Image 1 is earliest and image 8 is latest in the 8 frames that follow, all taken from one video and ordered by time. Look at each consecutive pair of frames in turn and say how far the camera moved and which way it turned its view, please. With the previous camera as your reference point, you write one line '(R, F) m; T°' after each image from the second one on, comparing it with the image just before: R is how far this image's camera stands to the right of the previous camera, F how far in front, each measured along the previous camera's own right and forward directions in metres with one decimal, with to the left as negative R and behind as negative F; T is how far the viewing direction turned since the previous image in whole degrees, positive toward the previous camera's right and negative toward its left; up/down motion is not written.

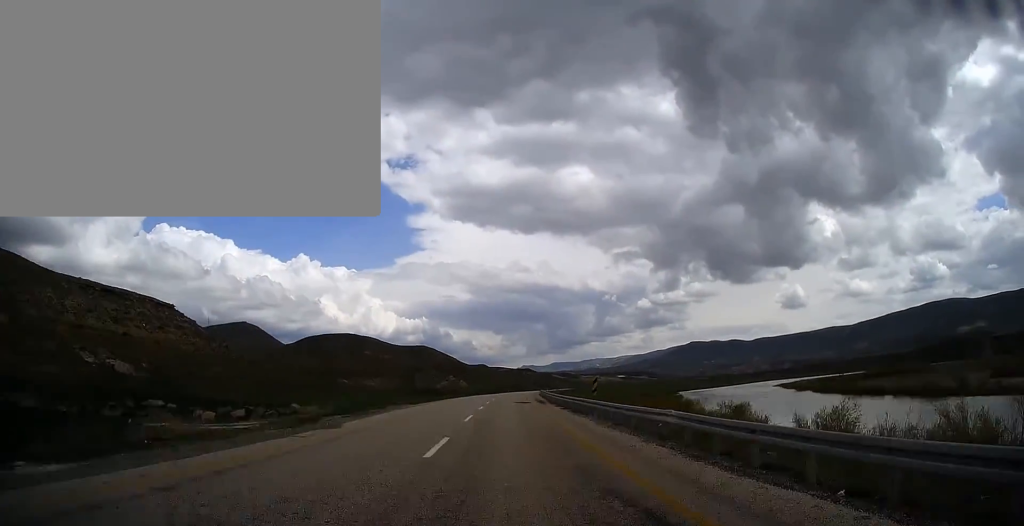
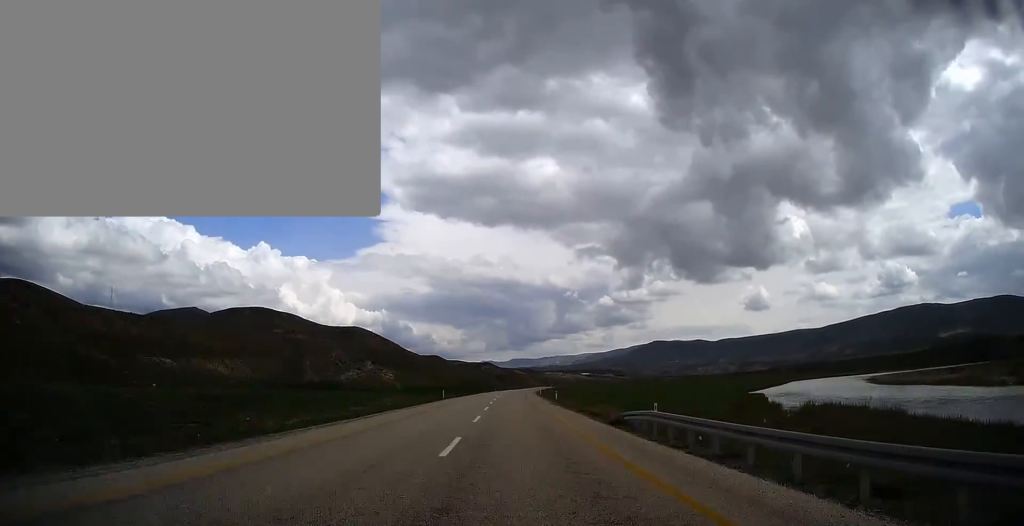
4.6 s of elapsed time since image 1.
(+4.1, +131.2) m; +4°
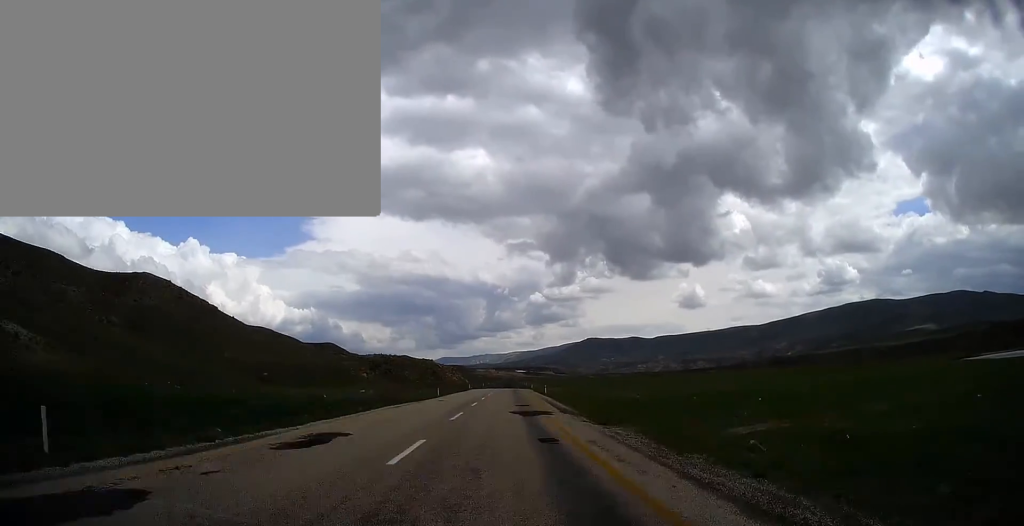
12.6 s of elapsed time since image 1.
(+12.2, +228.7) m; +5°
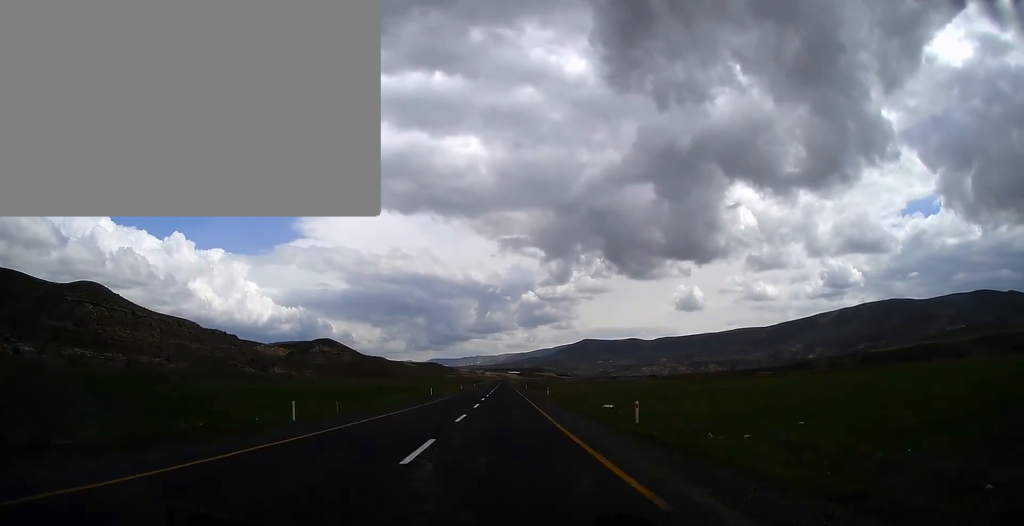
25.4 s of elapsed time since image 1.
(+5.7, +370.2) m; +1°
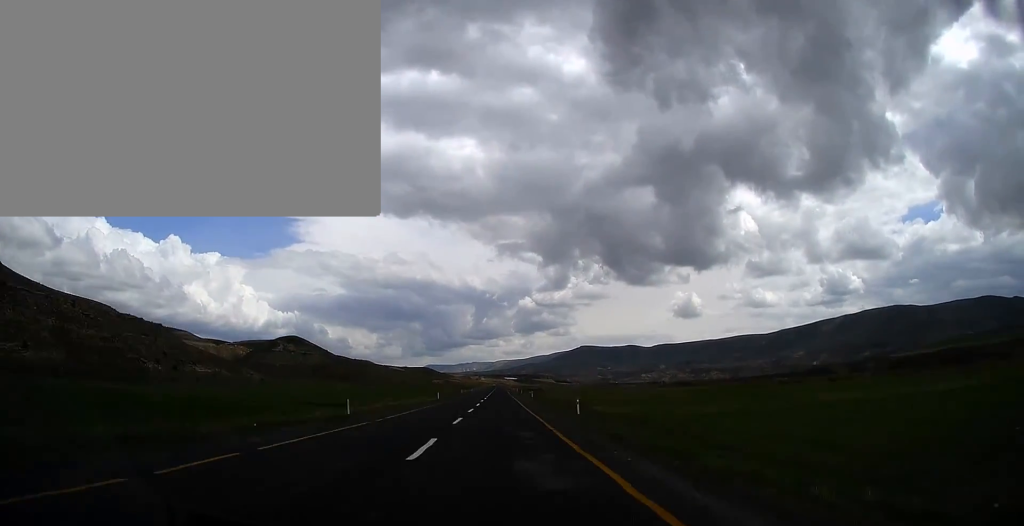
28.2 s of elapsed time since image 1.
(0.0, +81.5) m; 0°
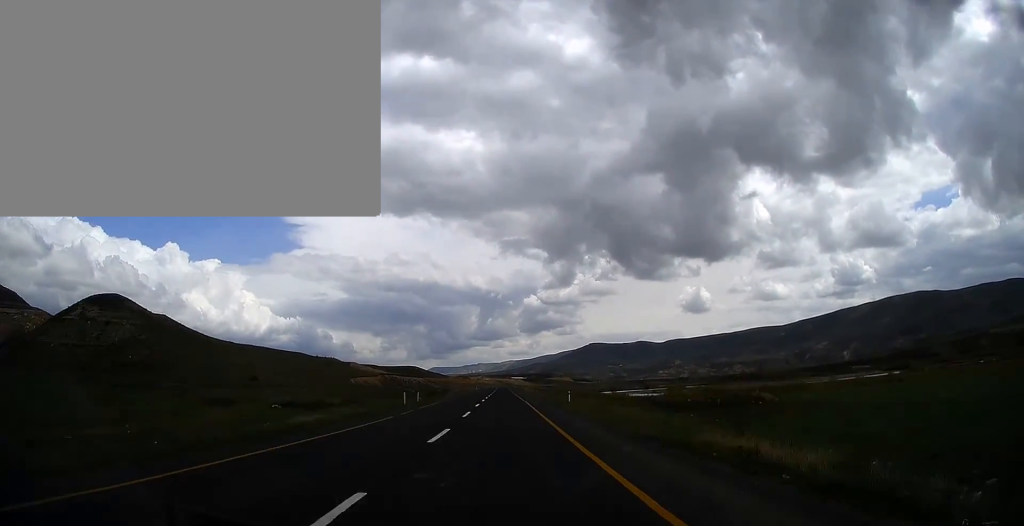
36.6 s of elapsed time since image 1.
(-0.4, +244.1) m; 0°
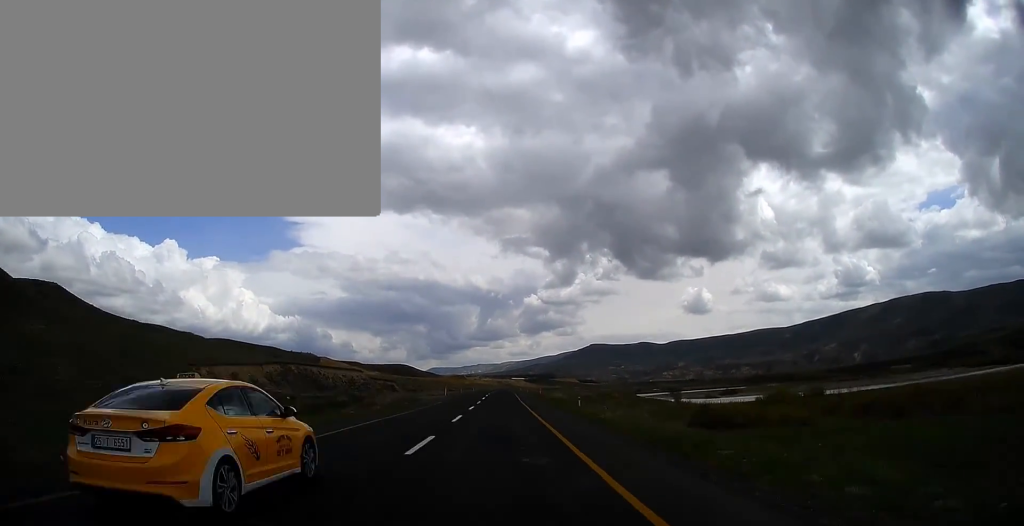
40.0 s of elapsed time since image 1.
(-0.1, +98.5) m; 0°
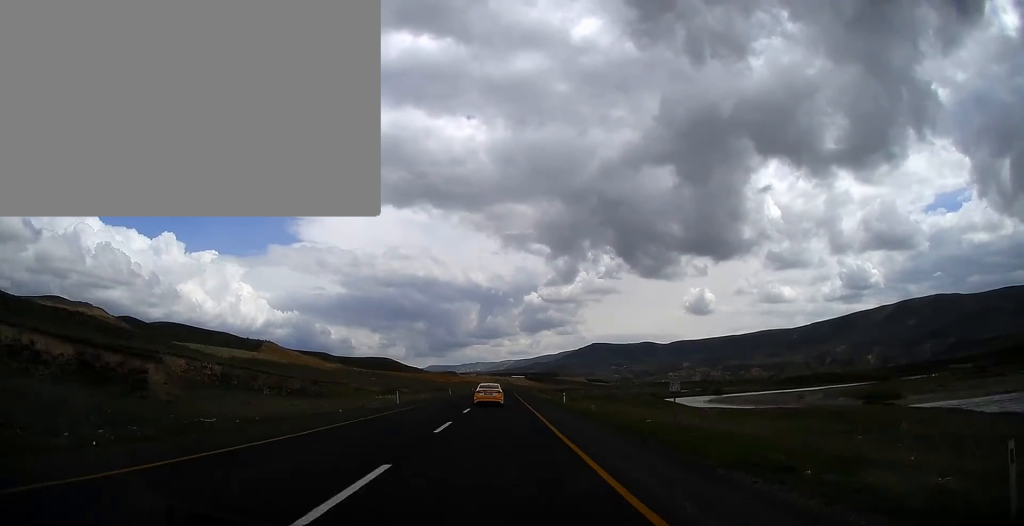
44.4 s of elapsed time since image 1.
(-0.6, +127.1) m; +1°
